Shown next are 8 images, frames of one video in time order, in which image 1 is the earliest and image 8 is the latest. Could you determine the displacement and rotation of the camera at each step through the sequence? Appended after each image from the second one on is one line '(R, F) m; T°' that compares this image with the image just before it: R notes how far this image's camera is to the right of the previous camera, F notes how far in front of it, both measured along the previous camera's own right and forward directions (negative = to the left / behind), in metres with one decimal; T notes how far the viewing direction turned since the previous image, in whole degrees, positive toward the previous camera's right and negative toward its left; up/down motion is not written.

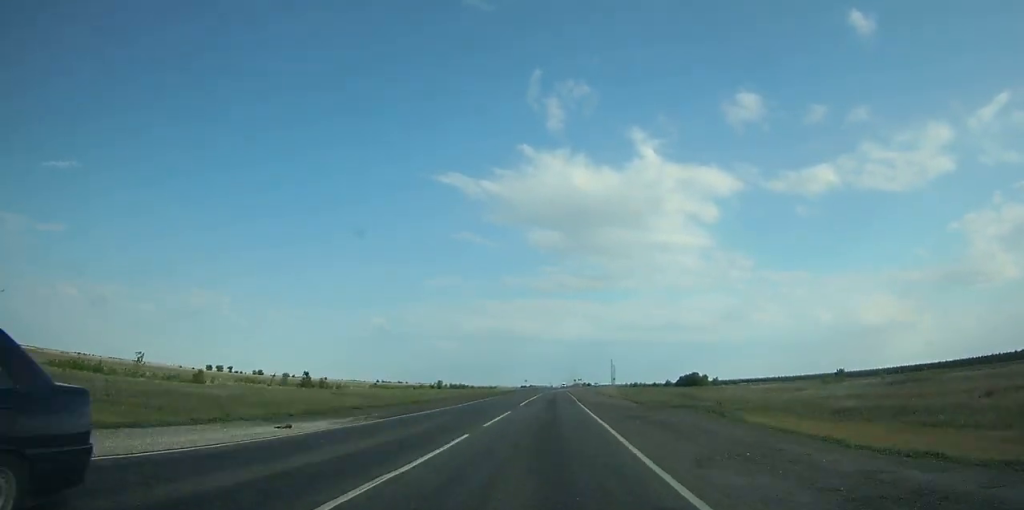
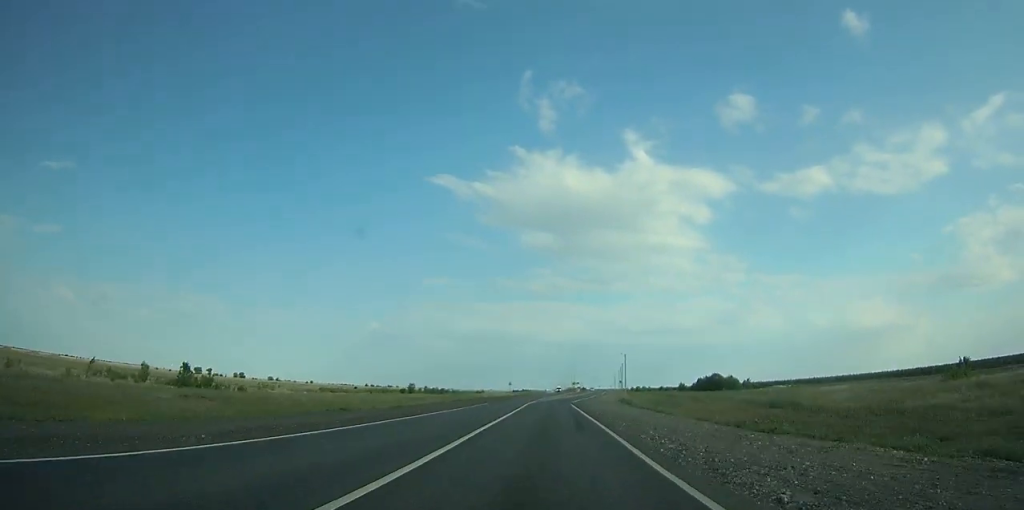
(0.0, +40.4) m; +1°
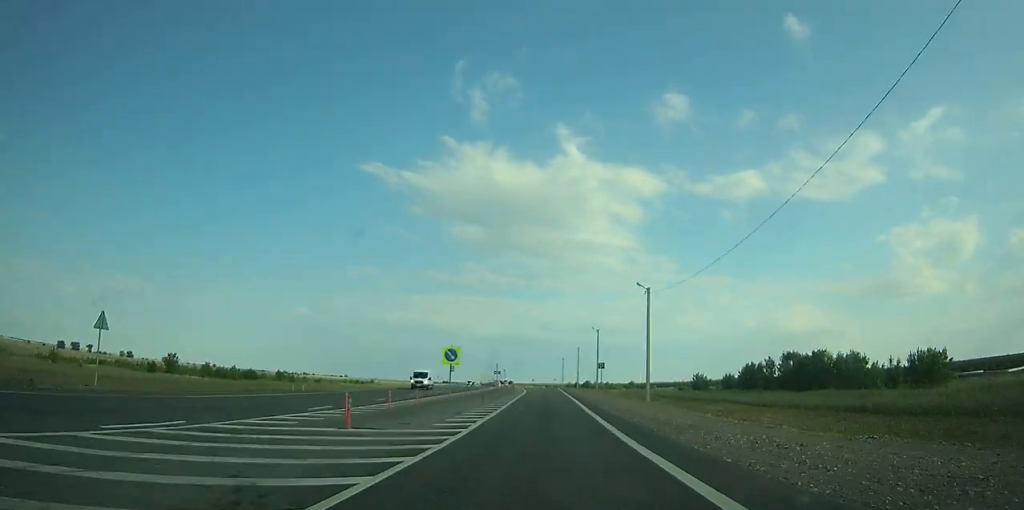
(+5.0, +107.7) m; +3°
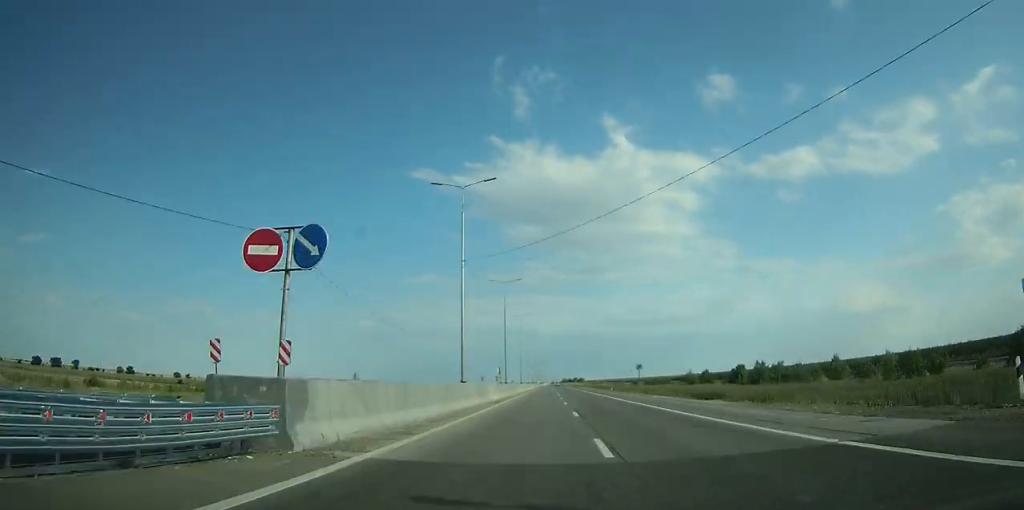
(-4.7, +144.0) m; -4°
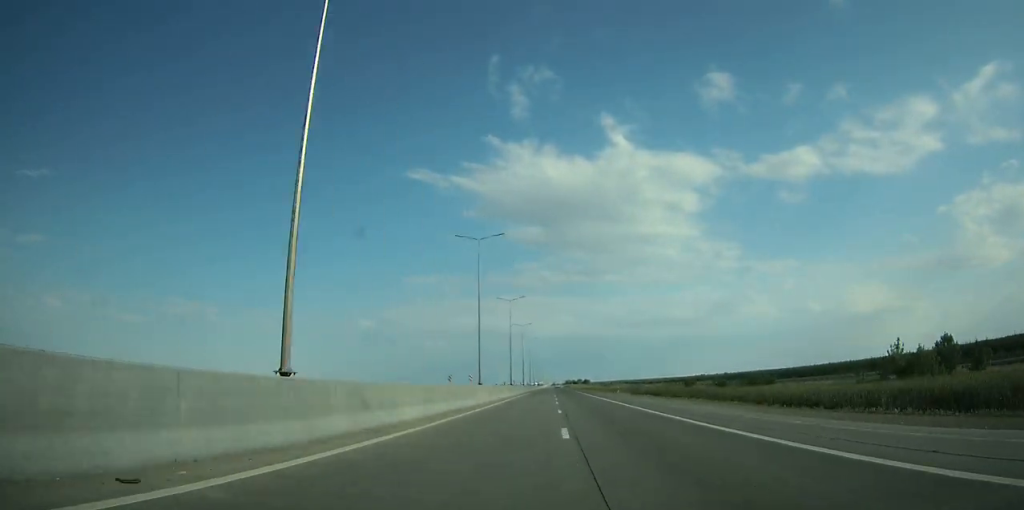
(-1.1, +94.9) m; -1°
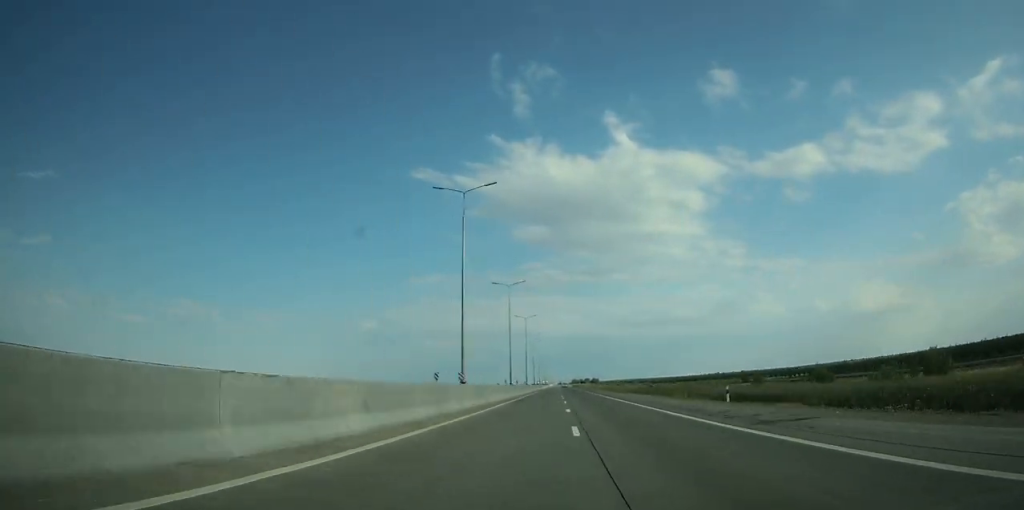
(-0.1, +48.0) m; 0°
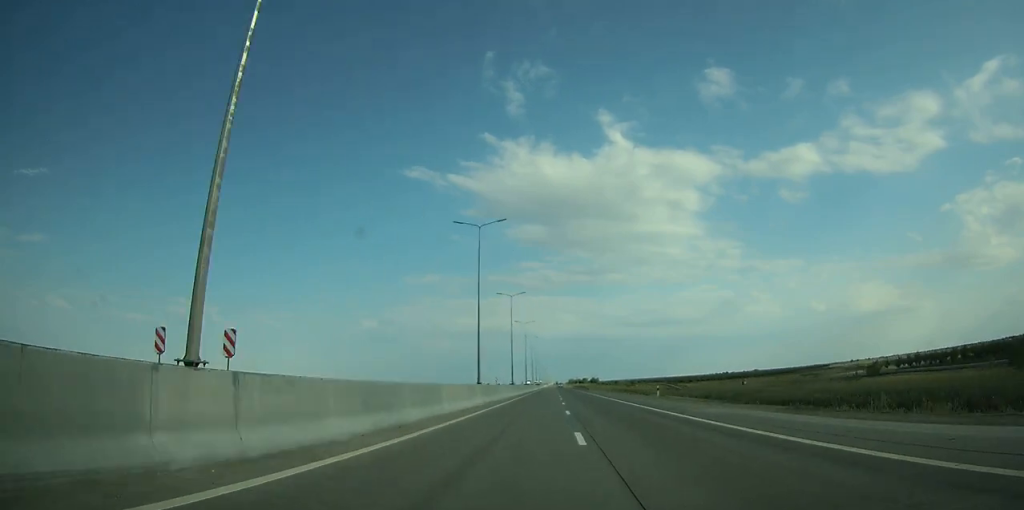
(0.0, +61.6) m; 0°
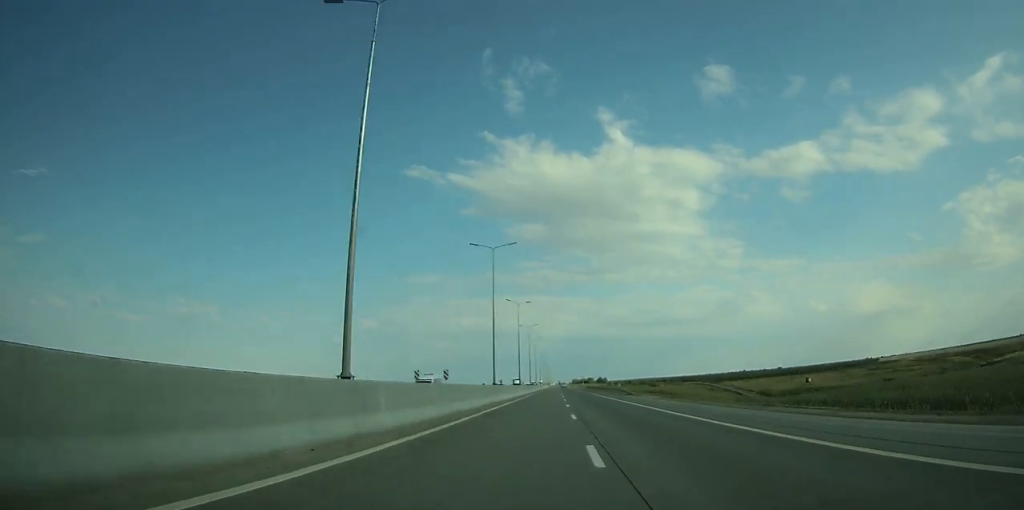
(+0.1, +61.7) m; 0°
